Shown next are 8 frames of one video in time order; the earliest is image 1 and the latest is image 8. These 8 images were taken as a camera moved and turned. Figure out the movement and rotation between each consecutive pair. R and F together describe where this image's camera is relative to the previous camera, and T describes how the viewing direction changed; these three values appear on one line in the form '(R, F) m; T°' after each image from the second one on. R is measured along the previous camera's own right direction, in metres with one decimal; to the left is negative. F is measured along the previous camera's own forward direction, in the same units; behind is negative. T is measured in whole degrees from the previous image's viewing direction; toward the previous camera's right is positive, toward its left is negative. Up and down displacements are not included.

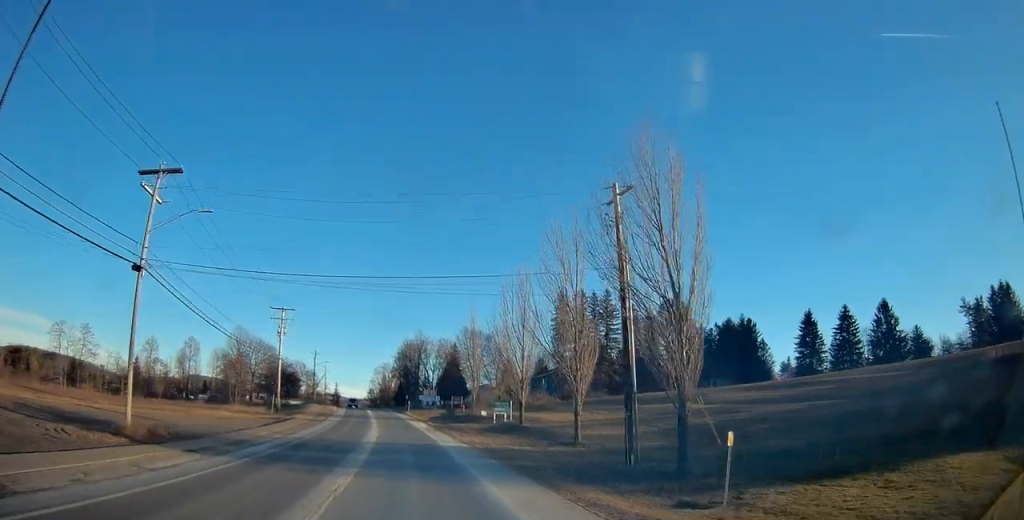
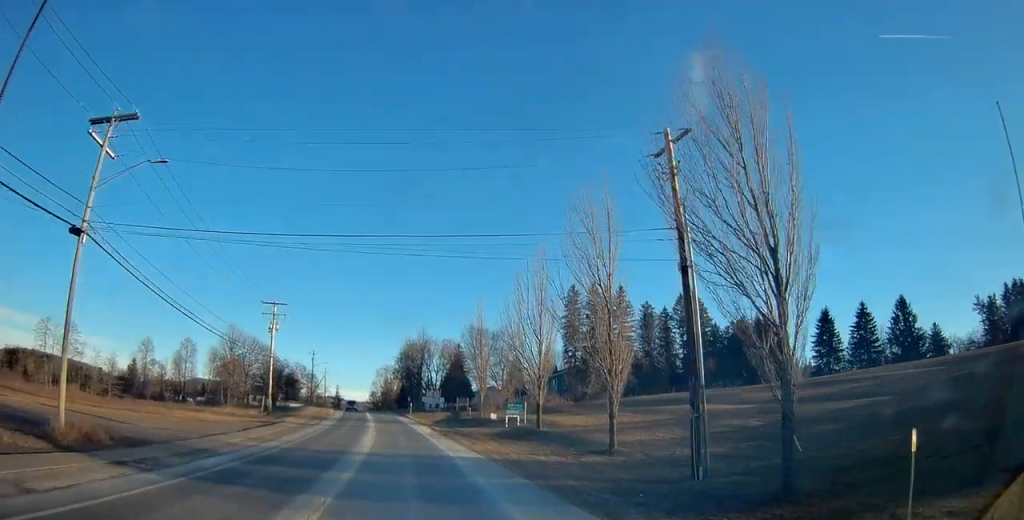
(0.0, +5.5) m; 0°
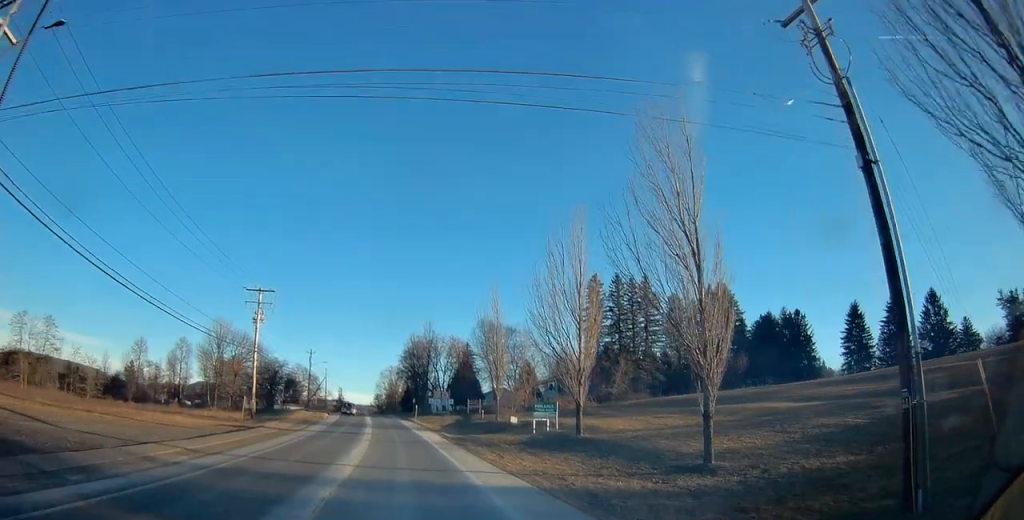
(0.0, +8.8) m; -1°
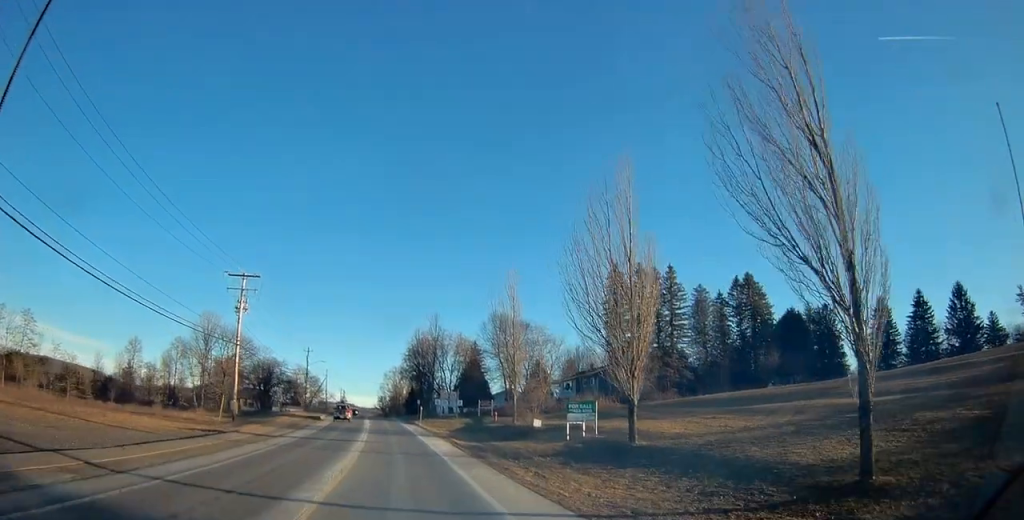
(-0.1, +7.4) m; -1°
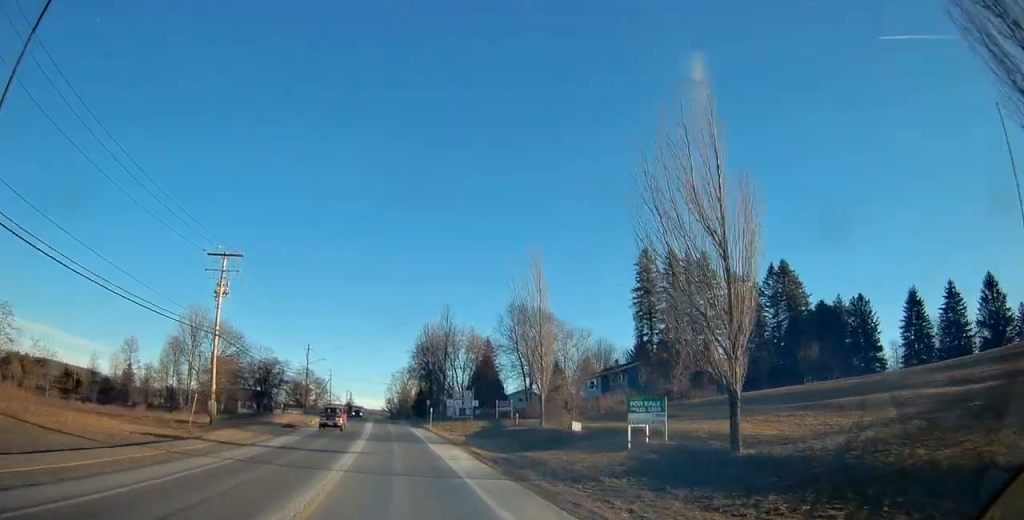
(-0.1, +7.8) m; -1°
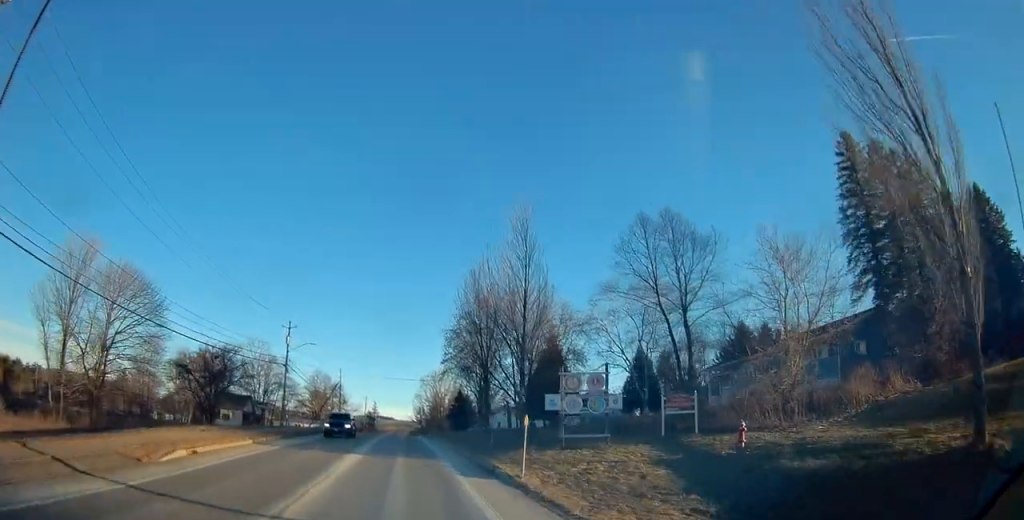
(-0.9, +33.8) m; -2°
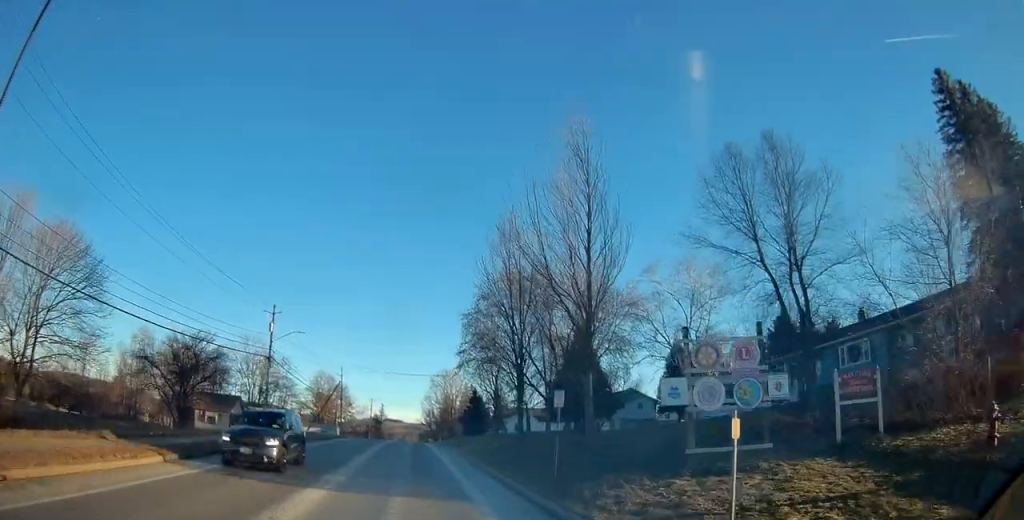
(0.0, +10.7) m; 0°
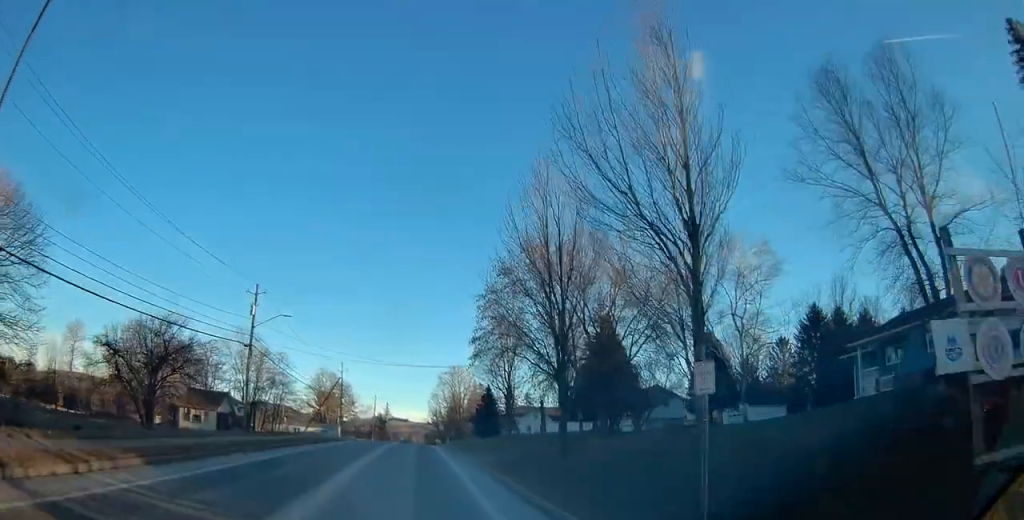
(+0.3, +8.0) m; -2°
